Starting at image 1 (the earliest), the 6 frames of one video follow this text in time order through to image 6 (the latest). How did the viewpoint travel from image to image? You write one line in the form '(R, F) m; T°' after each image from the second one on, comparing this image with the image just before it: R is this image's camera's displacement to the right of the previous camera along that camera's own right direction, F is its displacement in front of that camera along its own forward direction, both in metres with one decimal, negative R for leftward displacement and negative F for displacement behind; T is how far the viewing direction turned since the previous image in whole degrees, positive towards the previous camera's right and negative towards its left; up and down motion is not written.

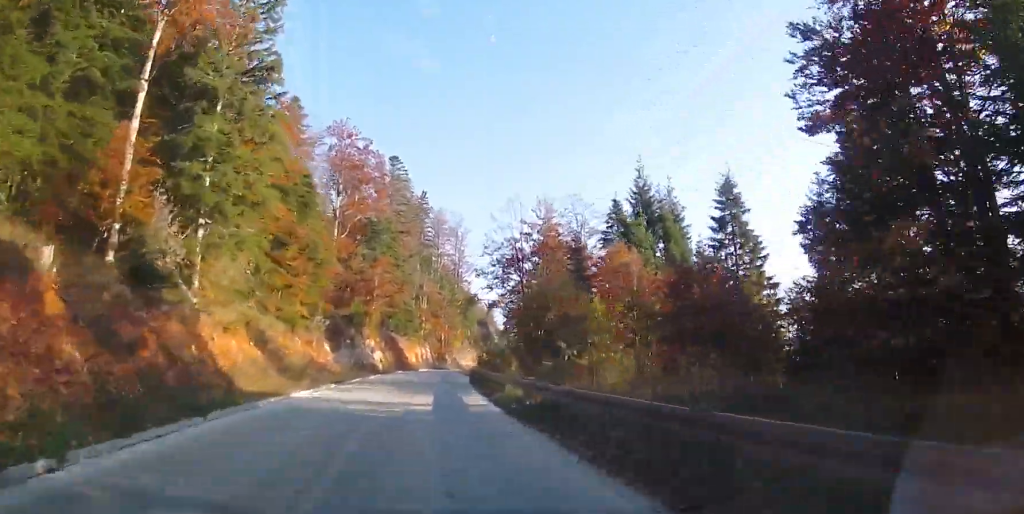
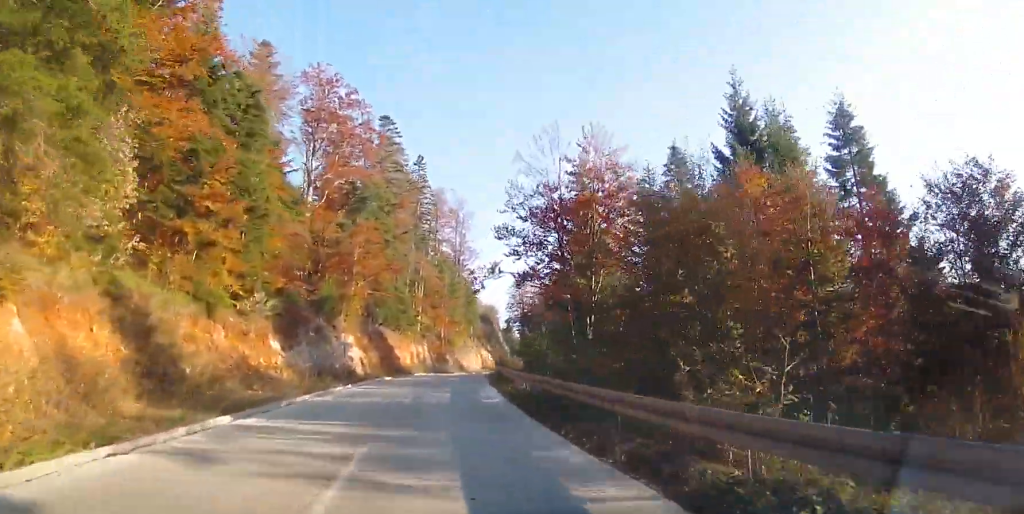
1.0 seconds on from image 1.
(-0.4, +16.5) m; +1°
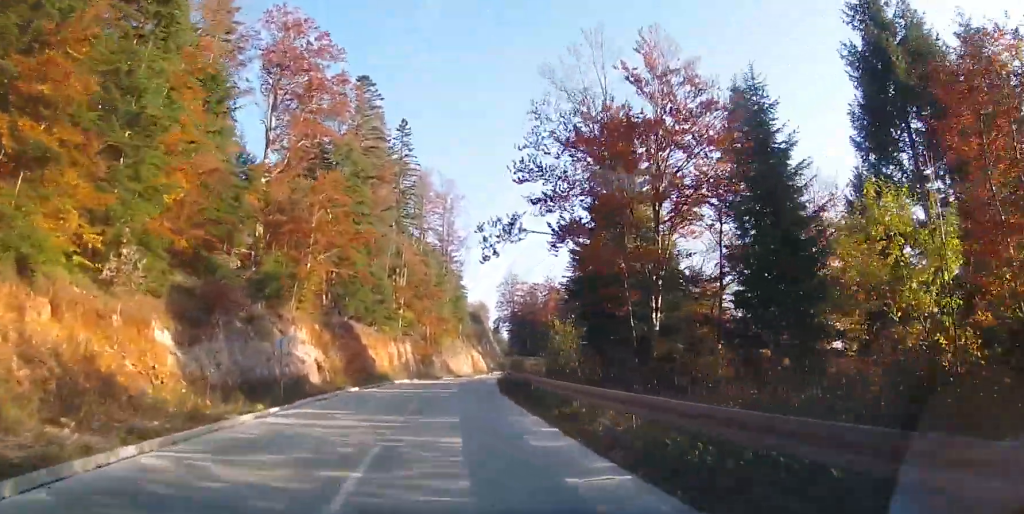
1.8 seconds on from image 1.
(+0.3, +12.6) m; +3°
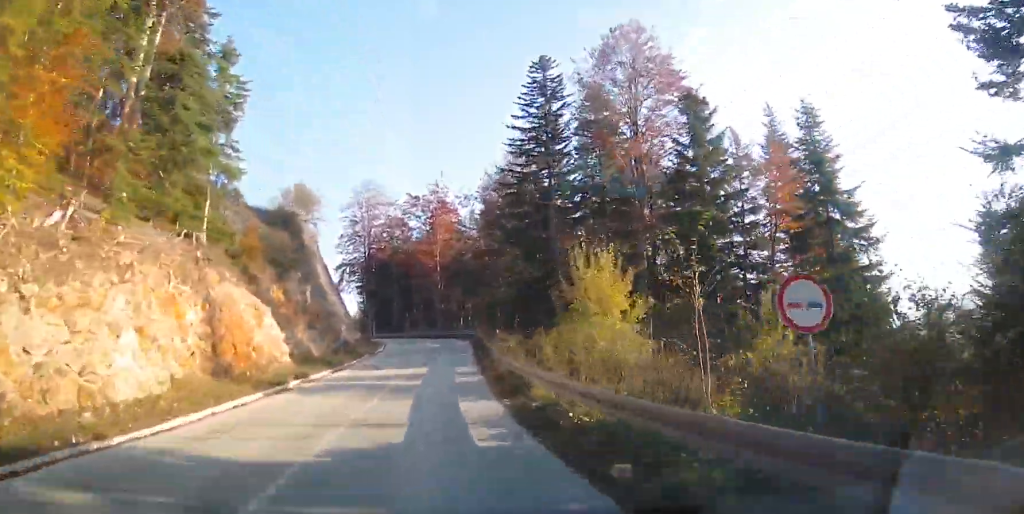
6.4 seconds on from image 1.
(+8.3, +75.3) m; +13°
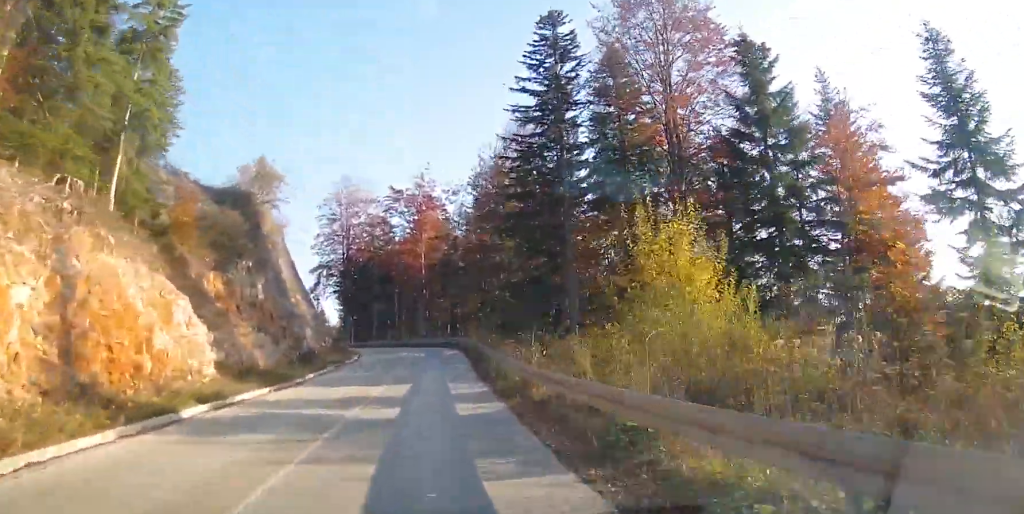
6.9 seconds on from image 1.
(+0.2, +8.3) m; +1°
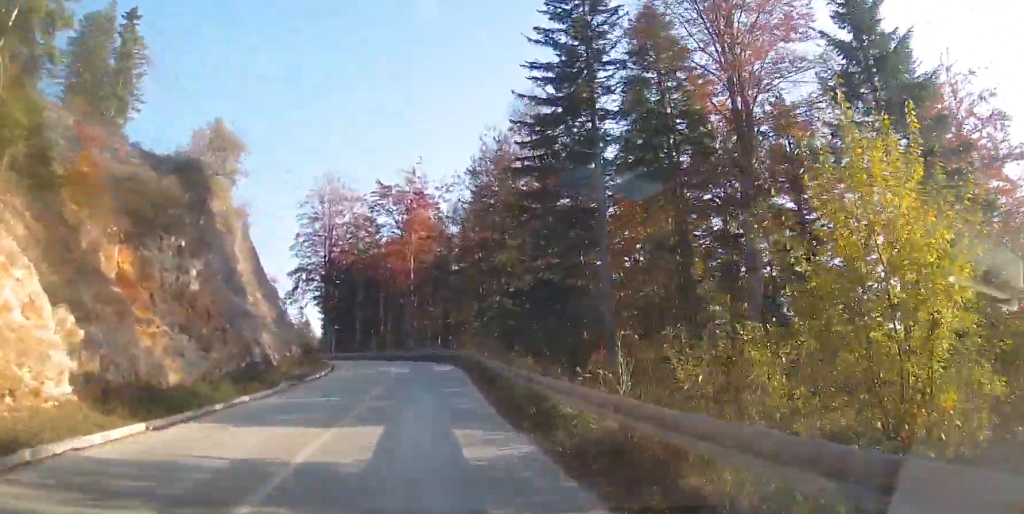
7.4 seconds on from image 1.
(0.0, +8.2) m; +1°
